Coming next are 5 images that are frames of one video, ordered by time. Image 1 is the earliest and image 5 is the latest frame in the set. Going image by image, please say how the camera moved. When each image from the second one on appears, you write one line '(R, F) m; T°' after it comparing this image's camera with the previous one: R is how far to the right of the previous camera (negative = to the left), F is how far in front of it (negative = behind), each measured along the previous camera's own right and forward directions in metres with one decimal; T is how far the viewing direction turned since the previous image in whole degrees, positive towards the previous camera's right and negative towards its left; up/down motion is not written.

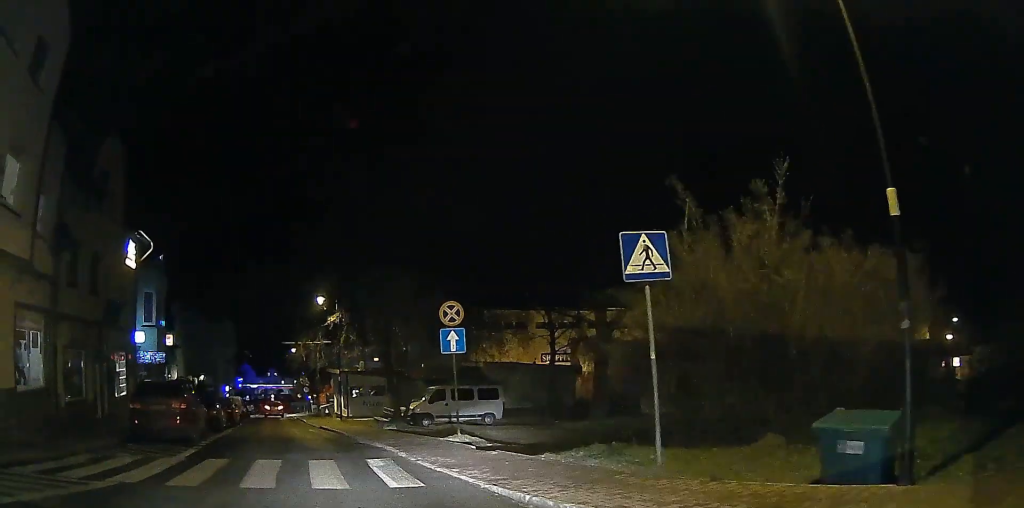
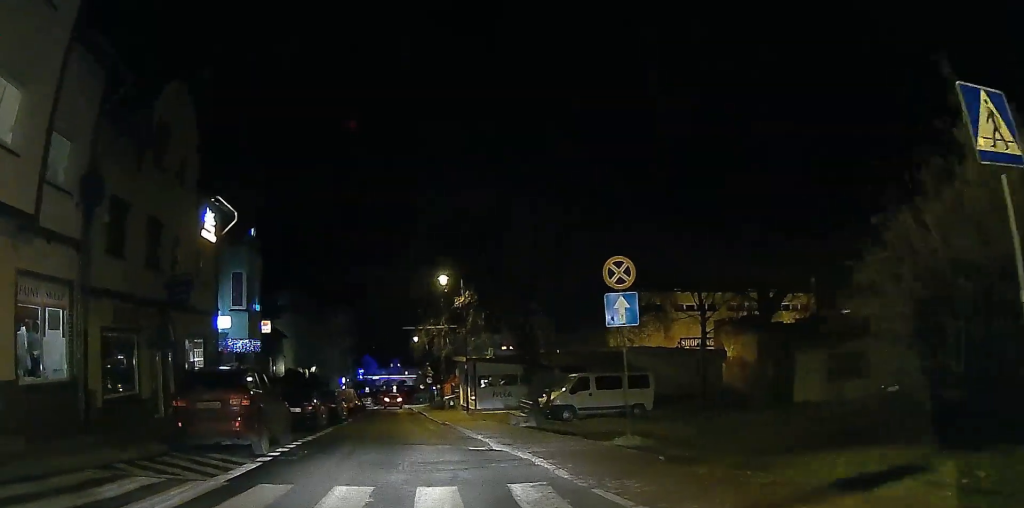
(-0.8, +4.8) m; -6°
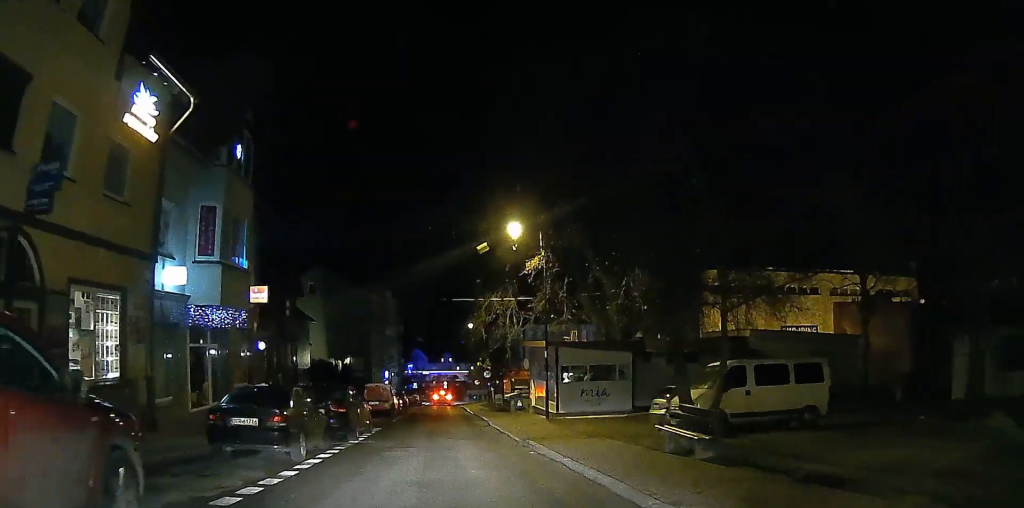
(-0.4, +10.4) m; -6°
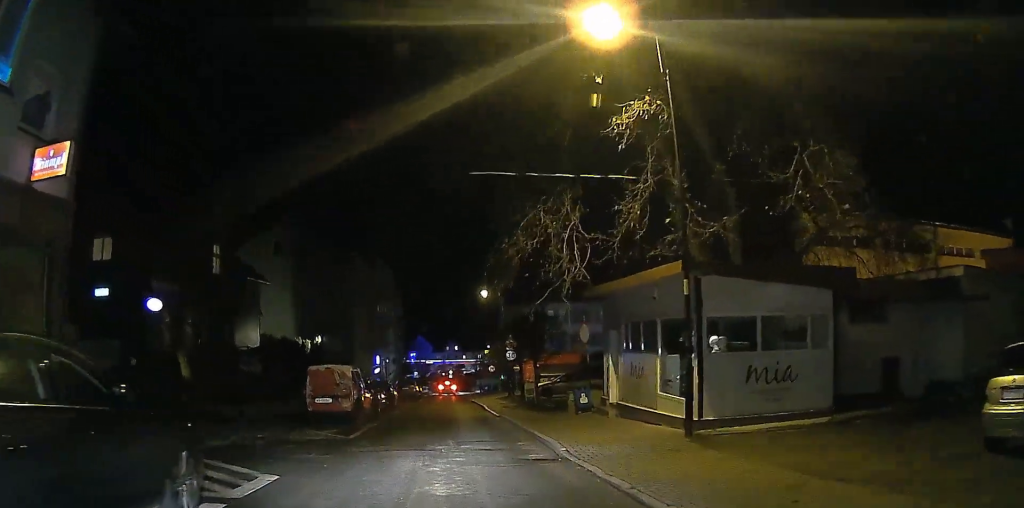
(+0.2, +15.0) m; +2°
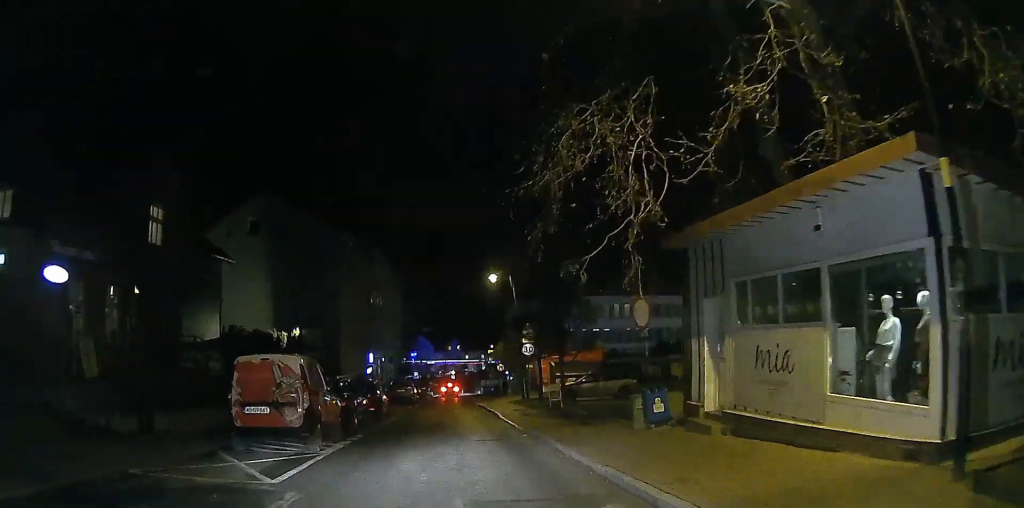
(+0.1, +7.0) m; -1°
